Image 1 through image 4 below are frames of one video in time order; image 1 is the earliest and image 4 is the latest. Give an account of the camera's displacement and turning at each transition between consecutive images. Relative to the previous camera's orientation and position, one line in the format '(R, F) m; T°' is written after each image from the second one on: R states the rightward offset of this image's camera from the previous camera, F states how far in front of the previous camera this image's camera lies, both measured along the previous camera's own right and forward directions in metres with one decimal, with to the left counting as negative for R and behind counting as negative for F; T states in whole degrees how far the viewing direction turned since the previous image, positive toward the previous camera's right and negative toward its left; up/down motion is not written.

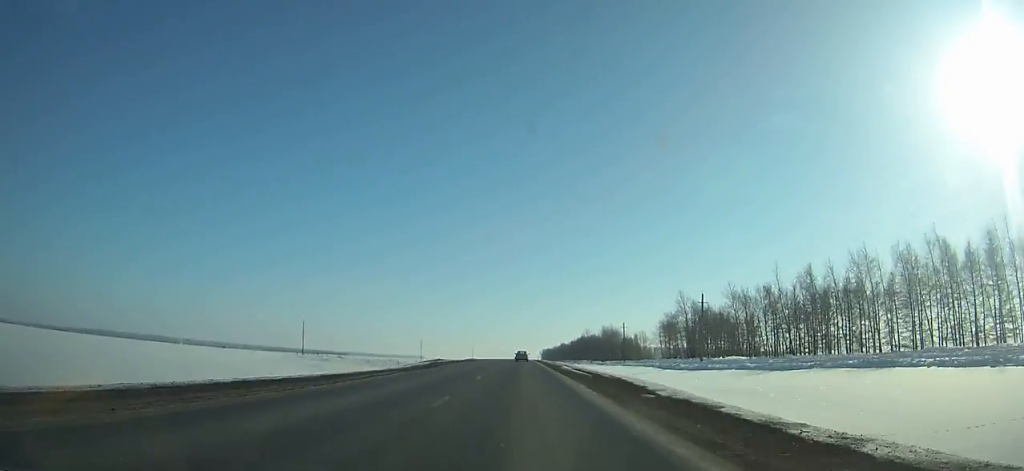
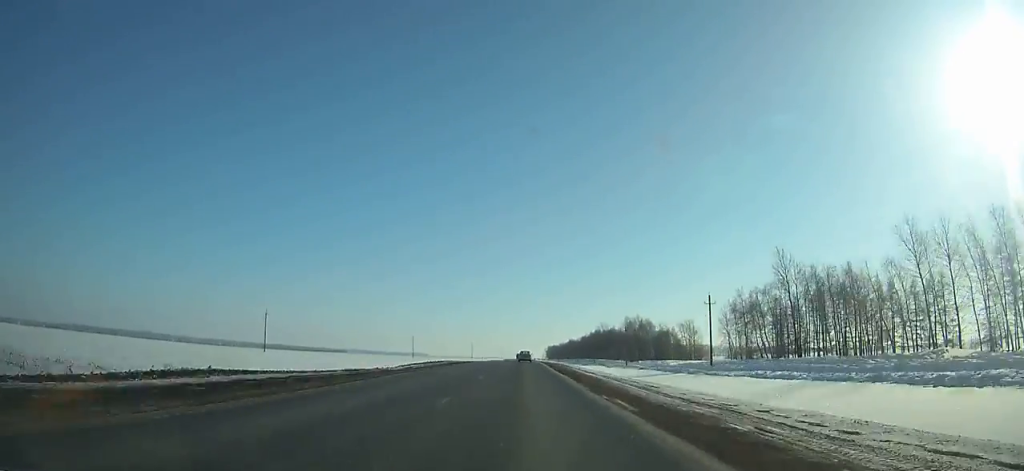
(+0.1, +59.6) m; 0°
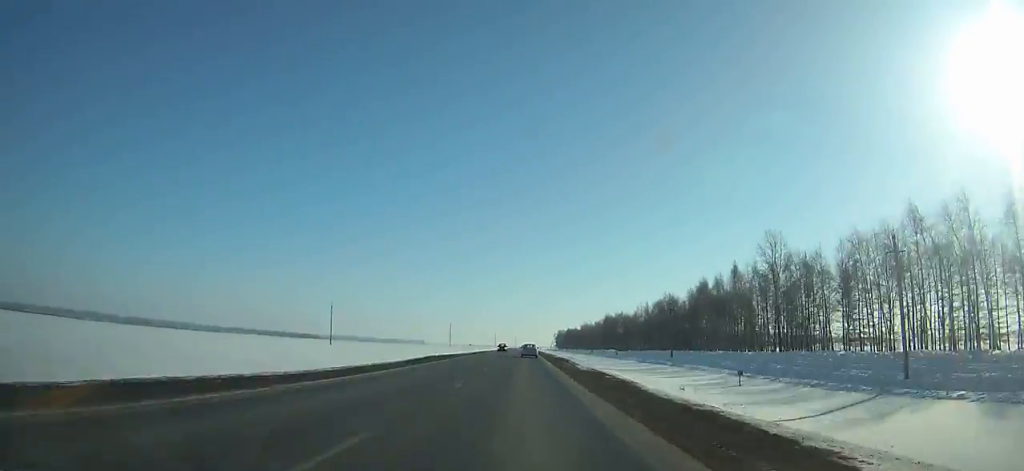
(+0.6, +222.8) m; 0°
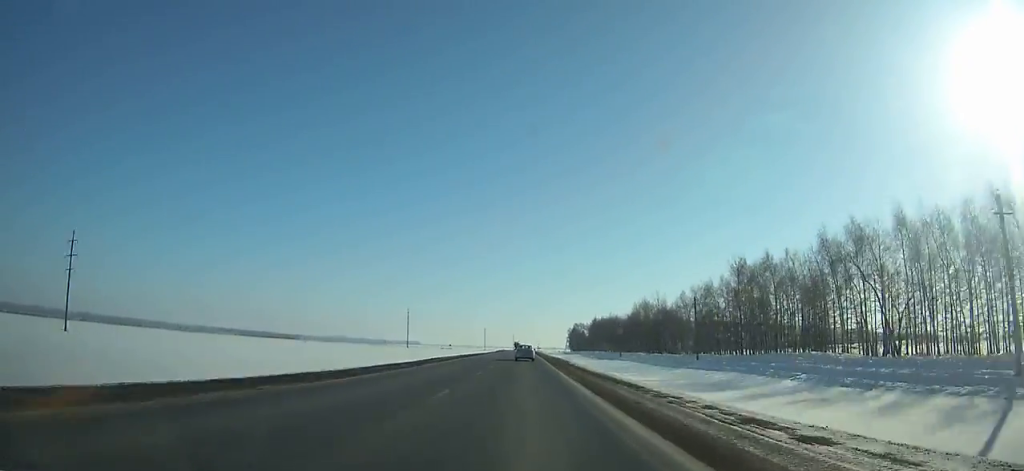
(-0.7, +182.2) m; 0°
